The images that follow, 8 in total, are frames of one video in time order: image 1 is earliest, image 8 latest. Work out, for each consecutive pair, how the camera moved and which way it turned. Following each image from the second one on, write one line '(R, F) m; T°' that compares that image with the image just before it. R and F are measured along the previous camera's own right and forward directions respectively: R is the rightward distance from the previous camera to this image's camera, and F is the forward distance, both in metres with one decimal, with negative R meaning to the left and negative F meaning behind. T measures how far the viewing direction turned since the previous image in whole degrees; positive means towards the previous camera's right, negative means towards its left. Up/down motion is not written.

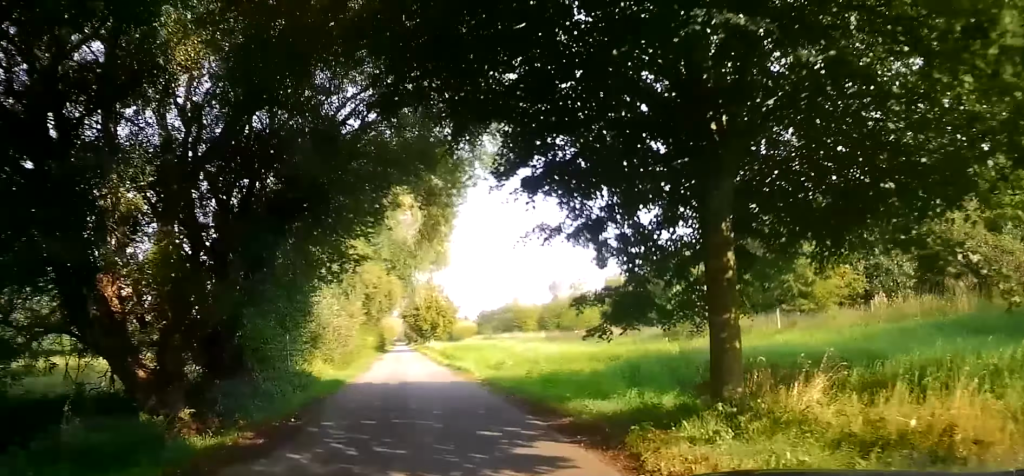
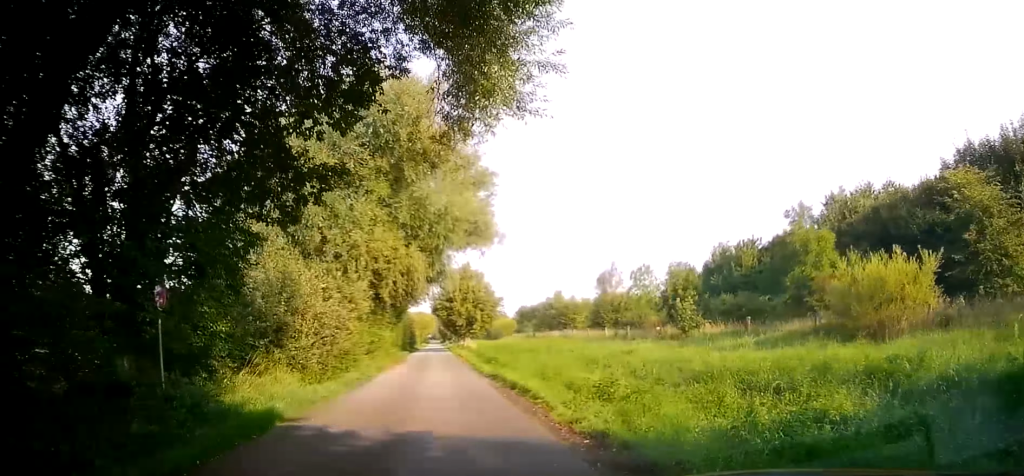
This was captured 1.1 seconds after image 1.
(-0.4, +11.5) m; -5°
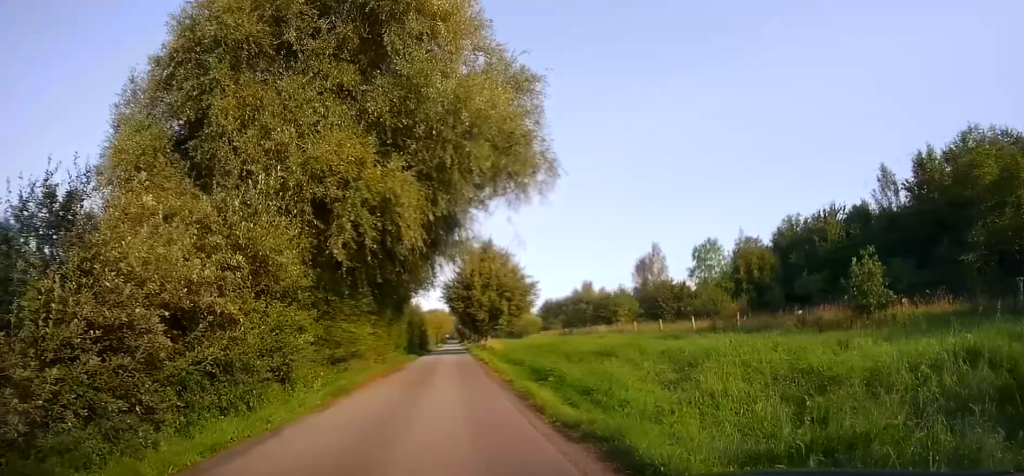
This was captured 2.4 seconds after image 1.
(-0.9, +13.4) m; -9°
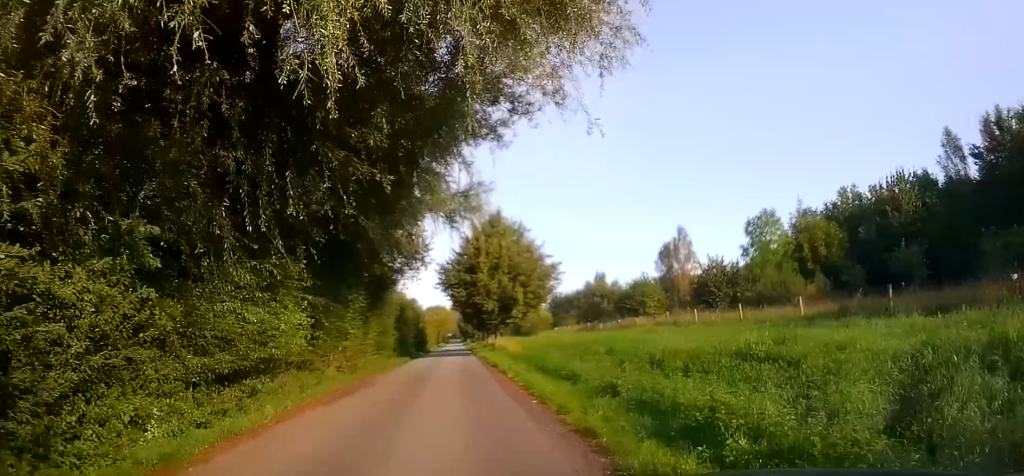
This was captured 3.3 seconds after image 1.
(-0.6, +10.2) m; -3°
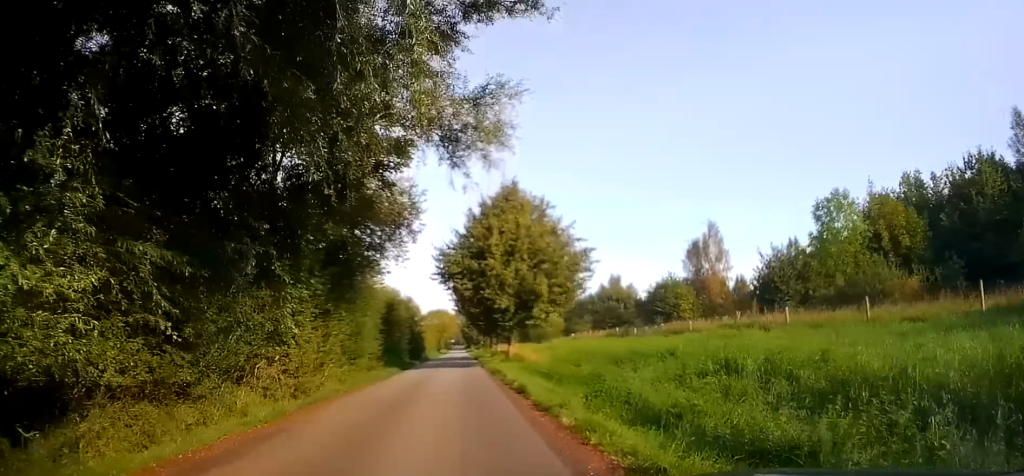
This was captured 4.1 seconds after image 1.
(0.0, +8.7) m; +2°
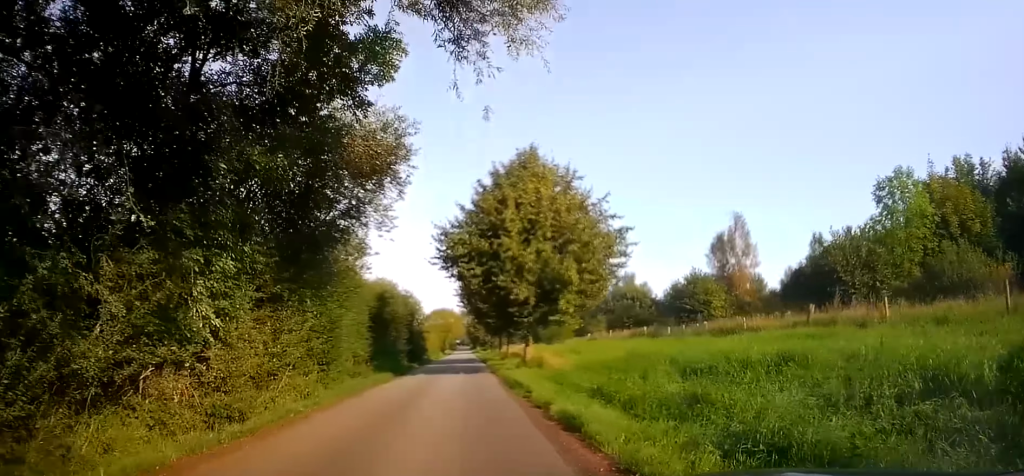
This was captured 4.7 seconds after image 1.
(+0.1, +5.9) m; +1°
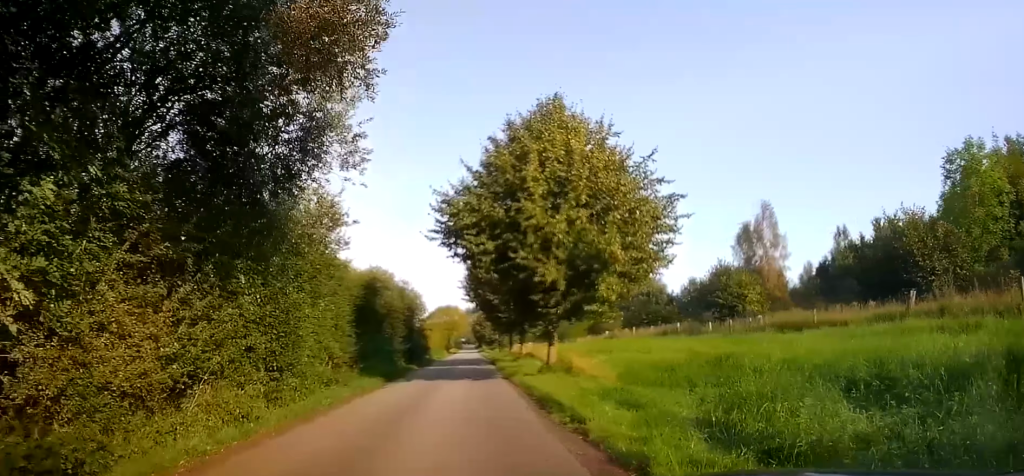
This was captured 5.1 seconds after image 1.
(+0.3, +5.5) m; -1°
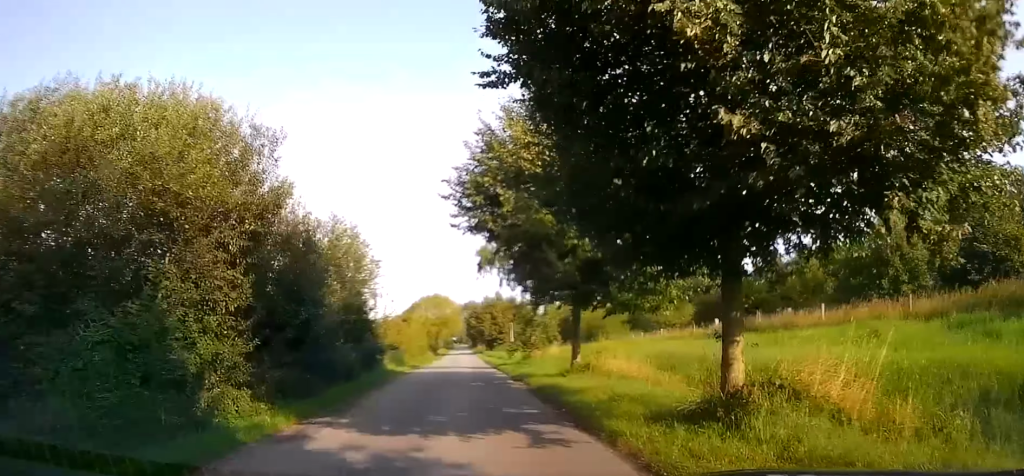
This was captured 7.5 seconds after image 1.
(-1.8, +26.0) m; -3°
